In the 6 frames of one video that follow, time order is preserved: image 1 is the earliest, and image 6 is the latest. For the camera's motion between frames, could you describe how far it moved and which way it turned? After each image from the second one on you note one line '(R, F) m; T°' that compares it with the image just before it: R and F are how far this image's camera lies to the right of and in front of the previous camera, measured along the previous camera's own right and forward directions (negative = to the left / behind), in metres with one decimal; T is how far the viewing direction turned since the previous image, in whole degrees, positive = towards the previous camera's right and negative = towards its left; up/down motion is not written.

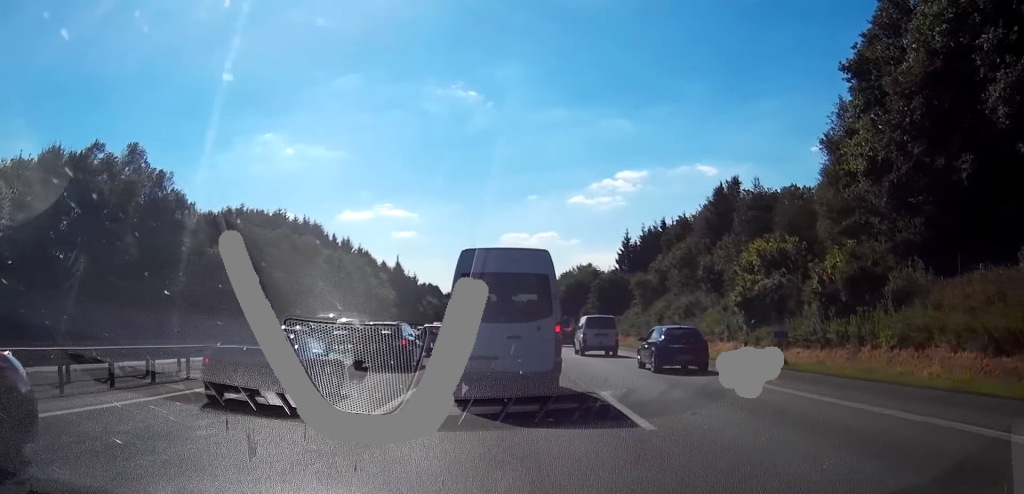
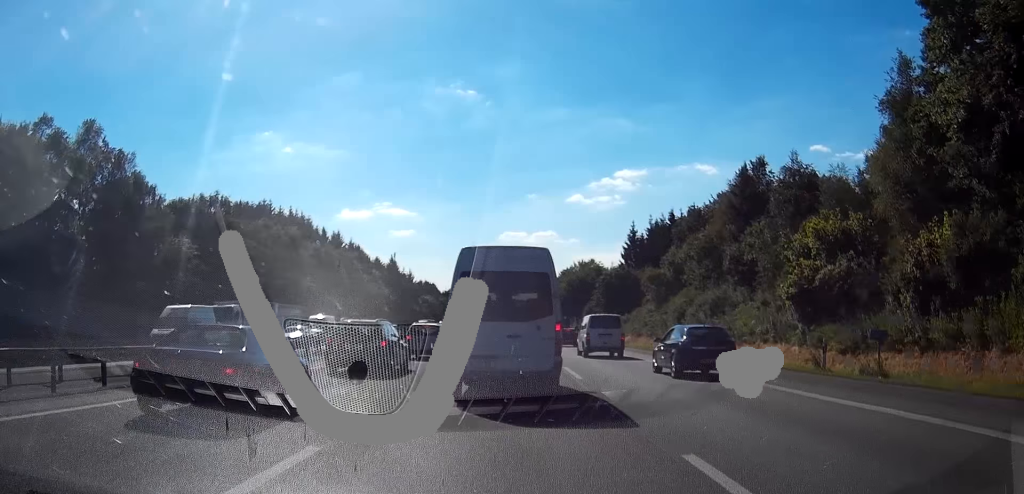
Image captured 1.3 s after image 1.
(-0.1, +8.5) m; -1°
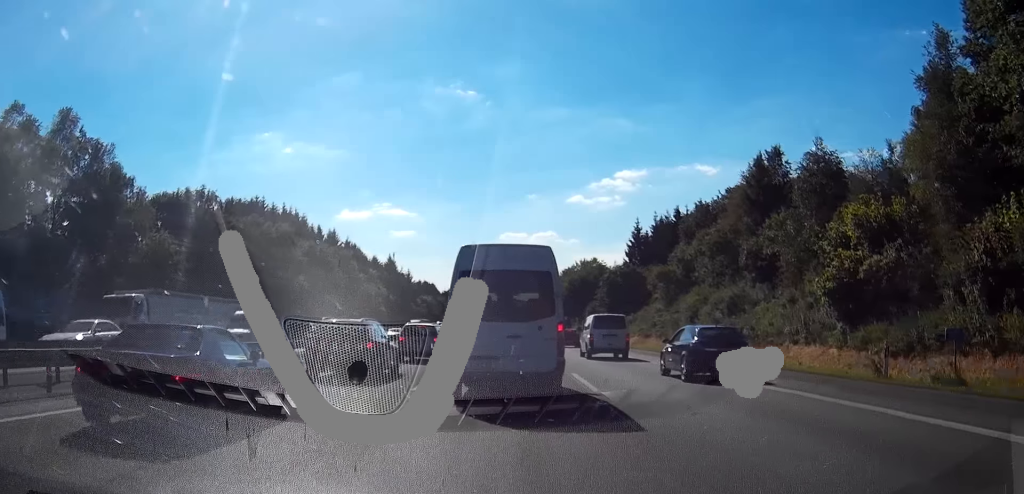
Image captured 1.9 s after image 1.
(0.0, +4.0) m; -2°
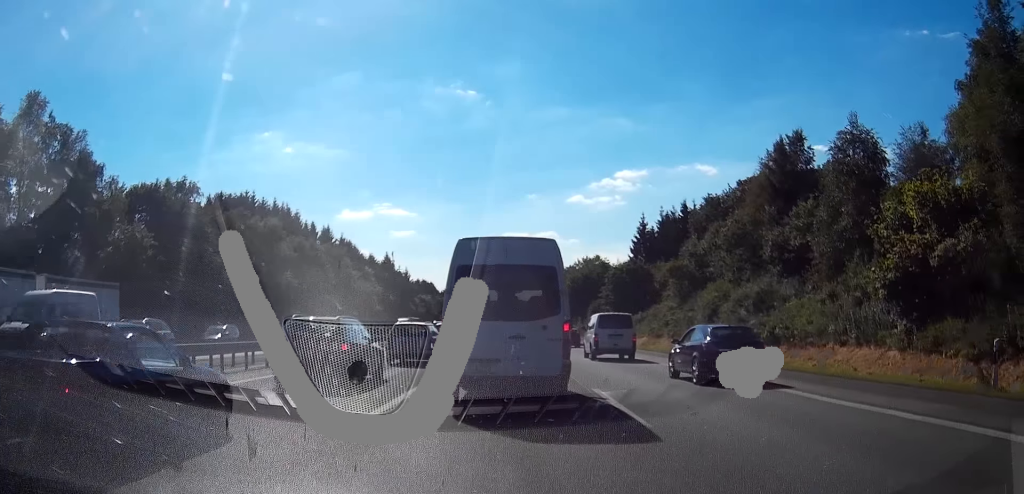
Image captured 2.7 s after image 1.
(-0.1, +4.7) m; -3°
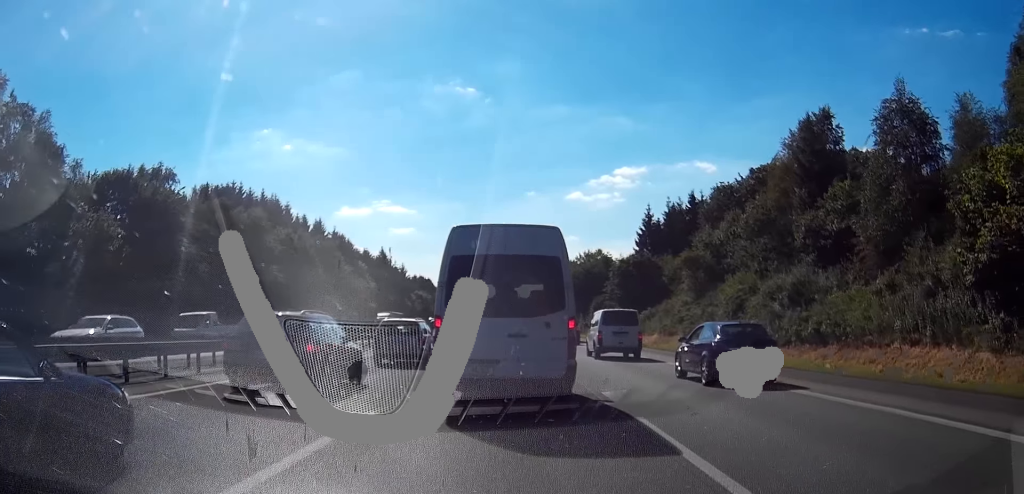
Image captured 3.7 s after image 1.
(-0.2, +5.1) m; 0°
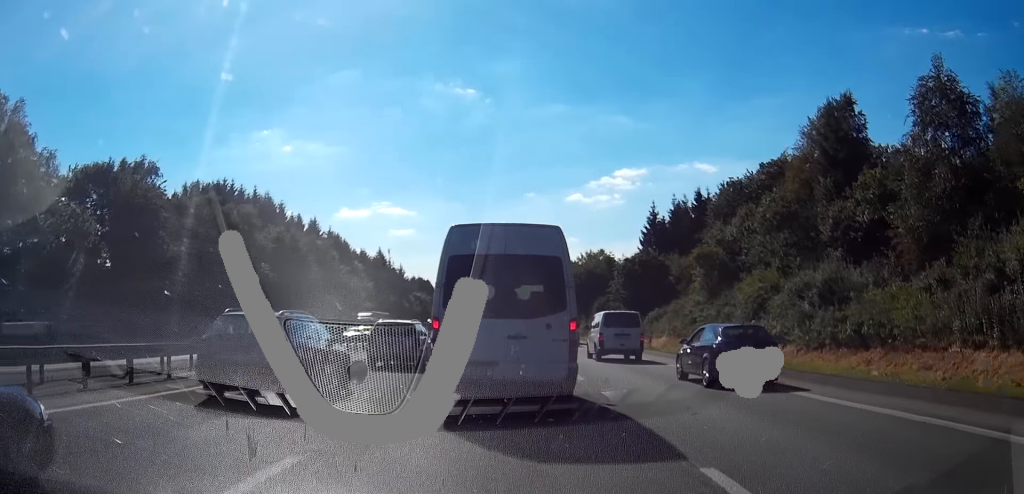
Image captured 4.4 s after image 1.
(+0.2, +3.8) m; +3°
